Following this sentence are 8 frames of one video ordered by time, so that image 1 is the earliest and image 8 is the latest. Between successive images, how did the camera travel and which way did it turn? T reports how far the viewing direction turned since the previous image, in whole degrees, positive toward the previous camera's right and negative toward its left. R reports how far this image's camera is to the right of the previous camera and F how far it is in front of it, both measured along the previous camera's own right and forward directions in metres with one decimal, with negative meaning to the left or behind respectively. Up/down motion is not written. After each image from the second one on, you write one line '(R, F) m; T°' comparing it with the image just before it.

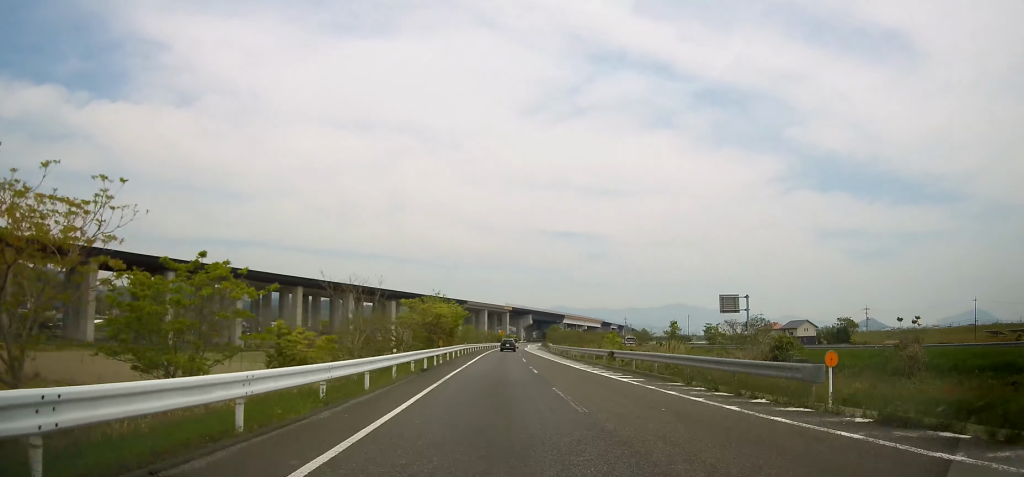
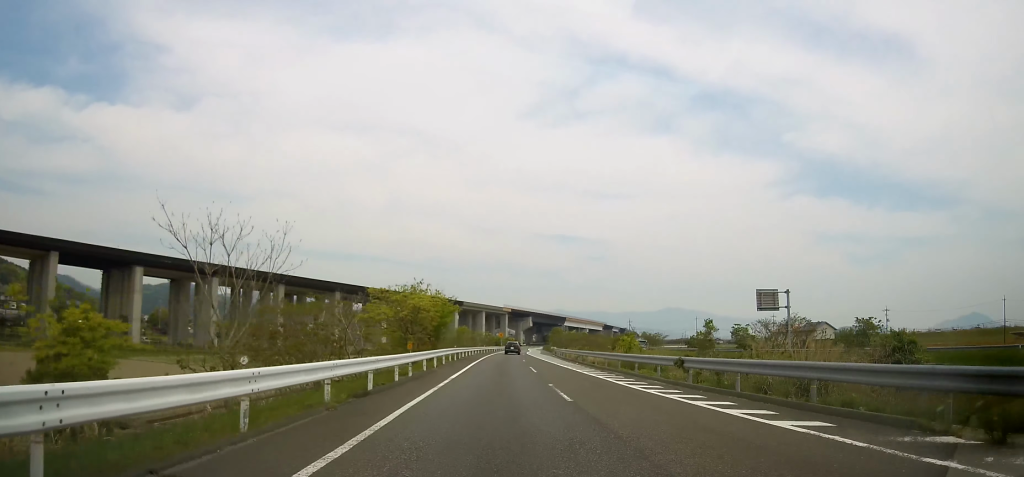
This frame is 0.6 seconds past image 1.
(0.0, +12.0) m; 0°
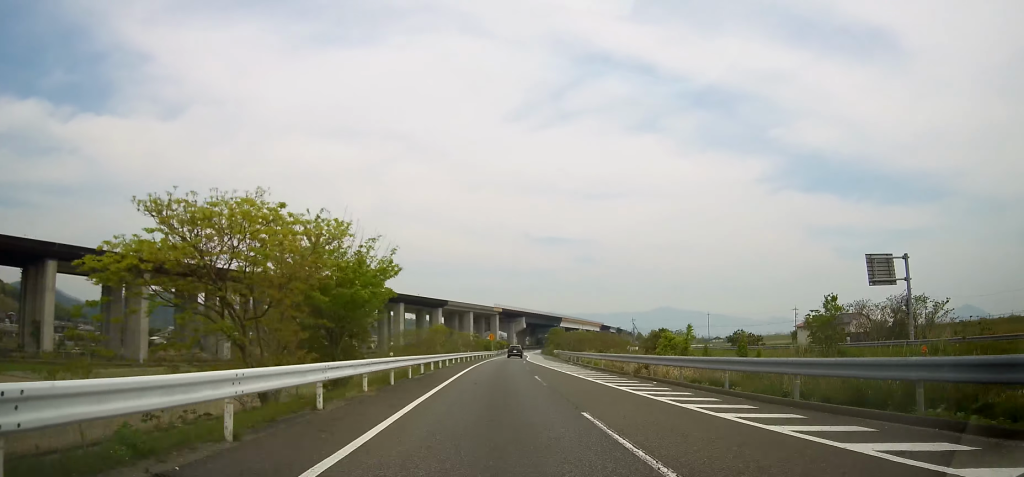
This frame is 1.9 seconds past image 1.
(0.0, +23.5) m; 0°
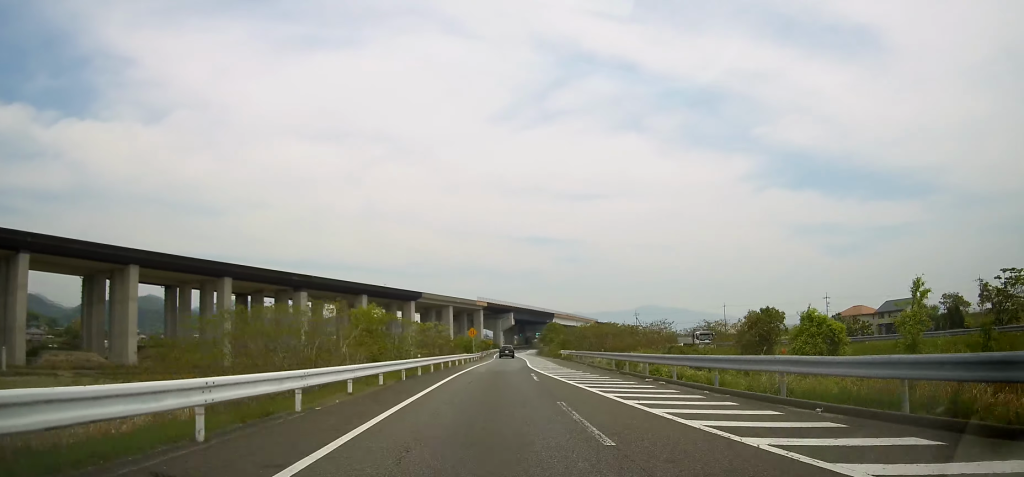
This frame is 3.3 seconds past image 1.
(+0.2, +28.0) m; +1°
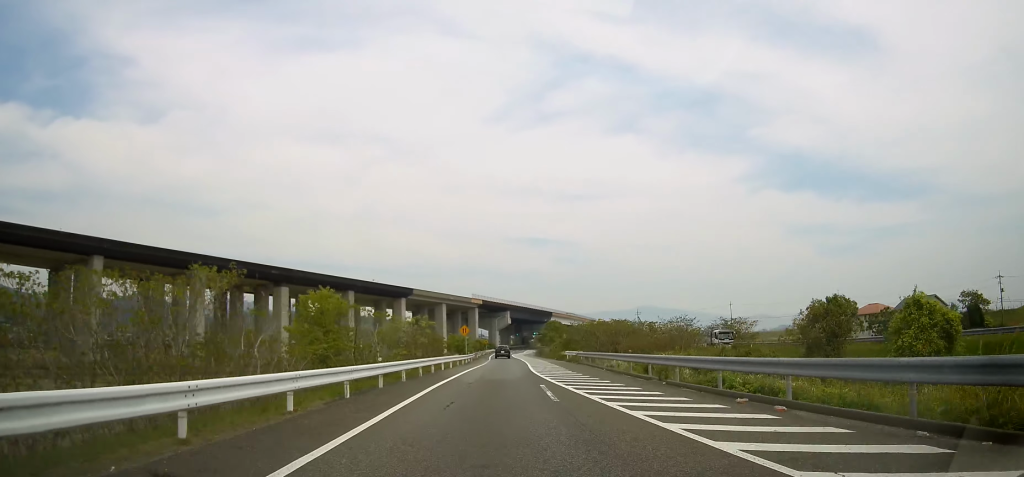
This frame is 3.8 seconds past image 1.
(0.0, +8.3) m; 0°
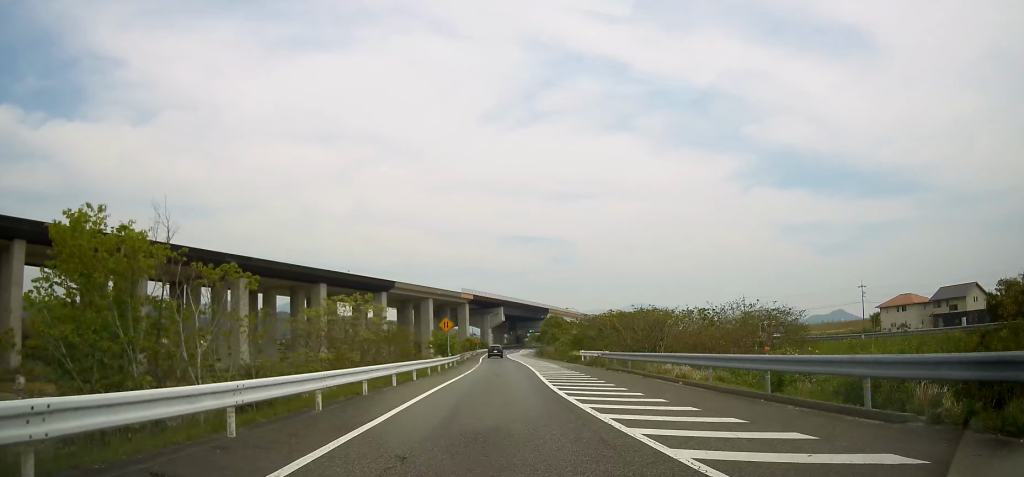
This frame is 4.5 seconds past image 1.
(0.0, +14.7) m; +1°
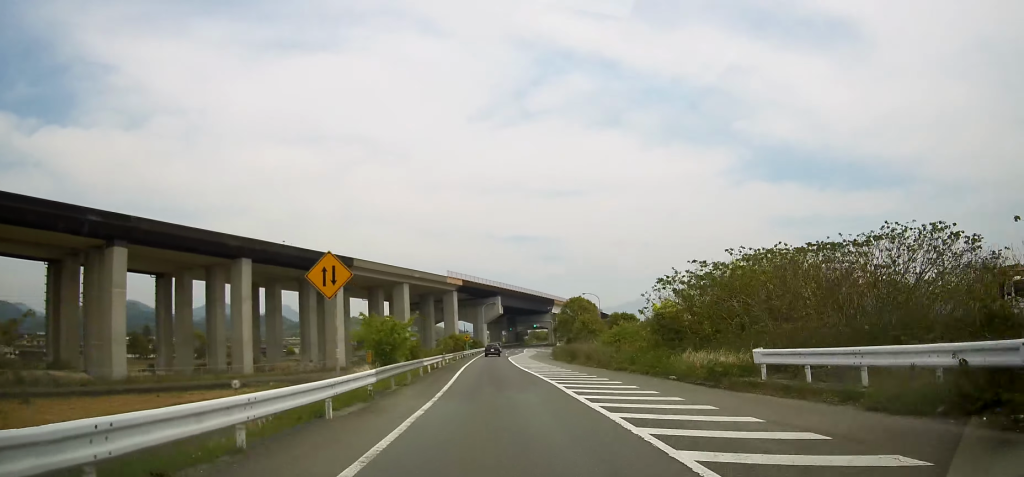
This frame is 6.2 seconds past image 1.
(+0.5, +31.7) m; +1°
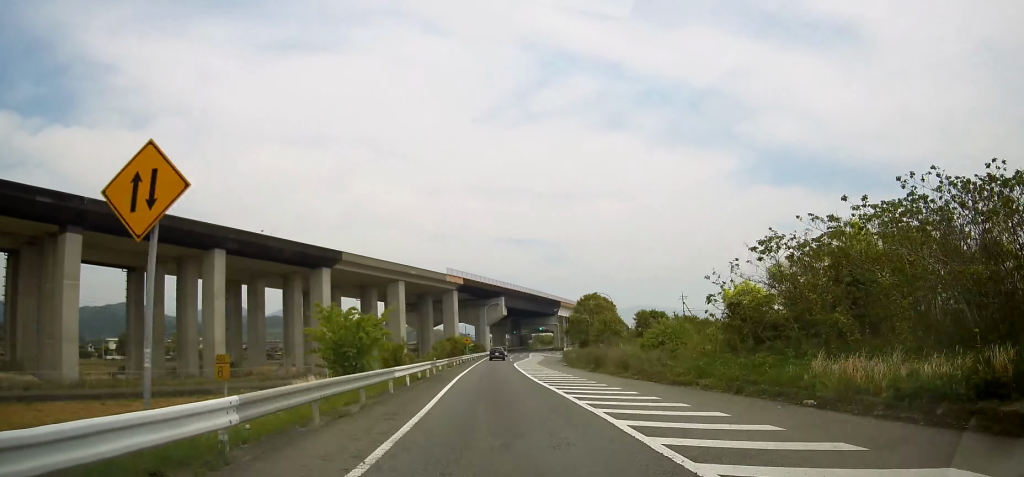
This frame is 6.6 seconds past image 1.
(0.0, +8.5) m; 0°
